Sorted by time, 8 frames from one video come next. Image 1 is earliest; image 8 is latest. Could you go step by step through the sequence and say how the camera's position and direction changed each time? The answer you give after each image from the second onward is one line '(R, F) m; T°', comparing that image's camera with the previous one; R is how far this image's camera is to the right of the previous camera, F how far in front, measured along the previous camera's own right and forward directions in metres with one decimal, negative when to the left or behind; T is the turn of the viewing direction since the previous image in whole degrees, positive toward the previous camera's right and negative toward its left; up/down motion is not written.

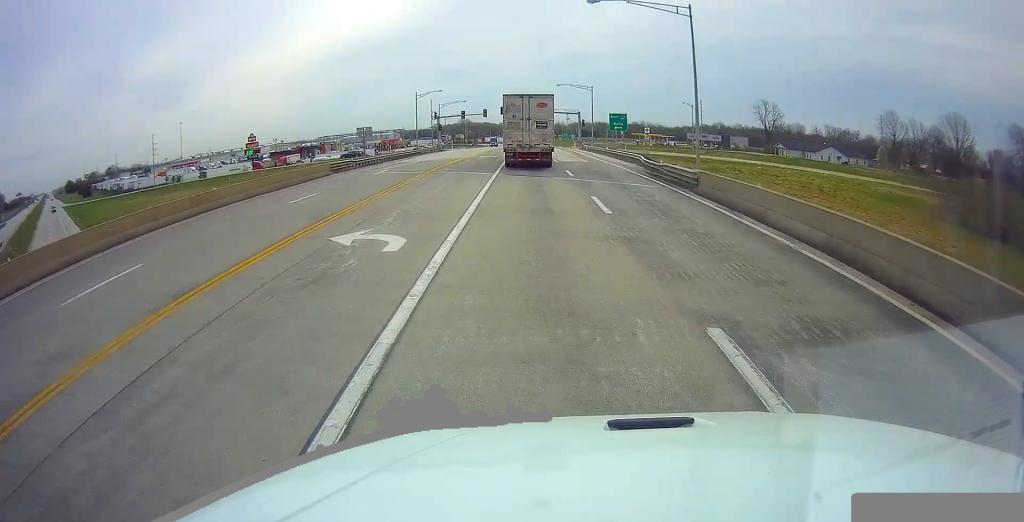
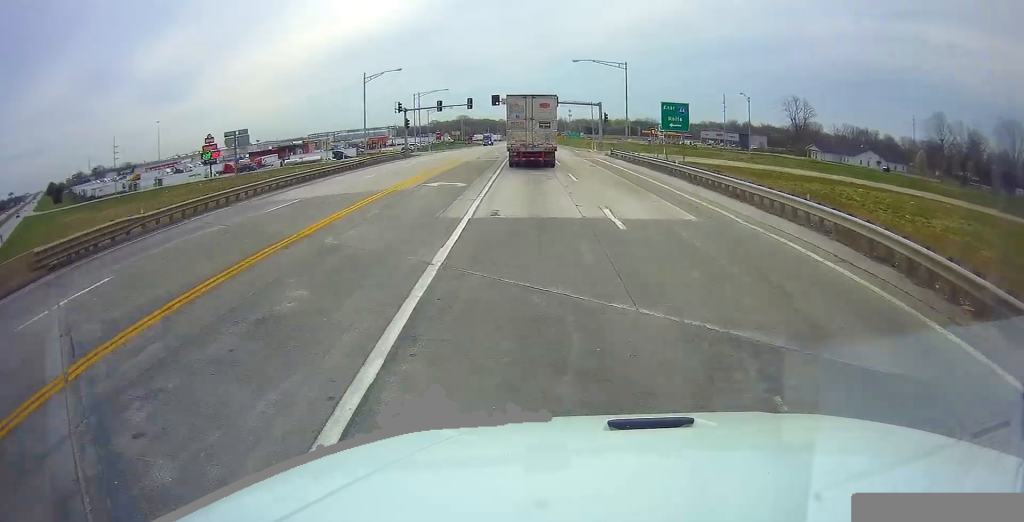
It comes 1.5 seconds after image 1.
(0.0, +27.0) m; -1°
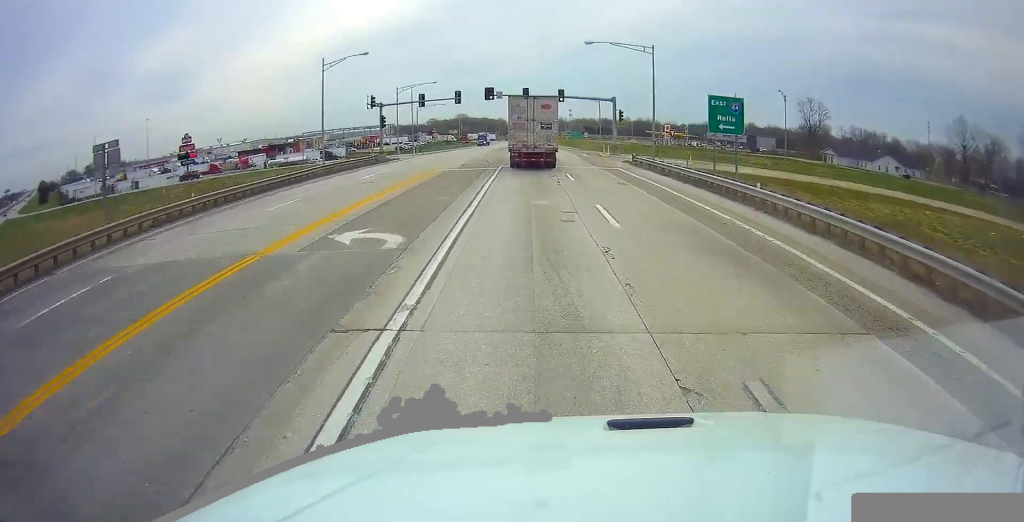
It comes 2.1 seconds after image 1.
(-0.1, +11.7) m; 0°
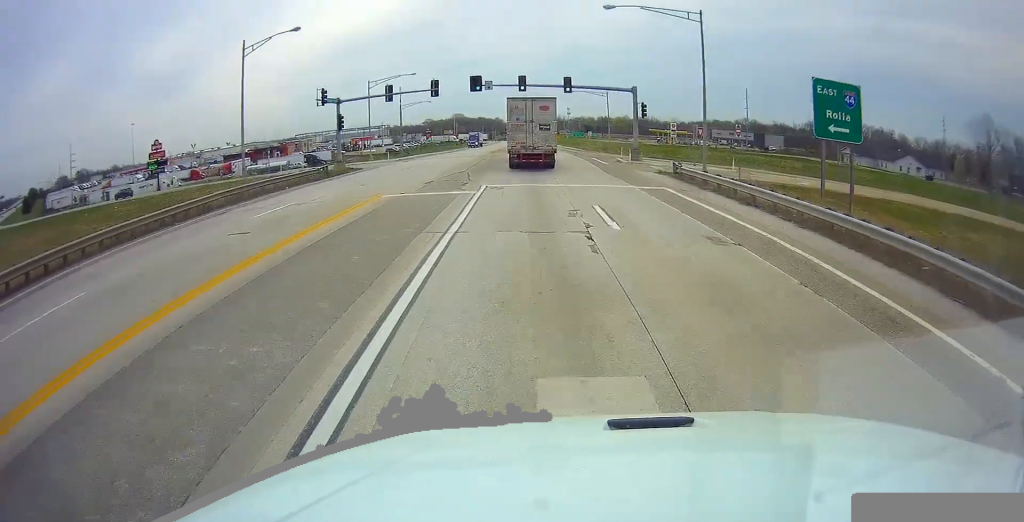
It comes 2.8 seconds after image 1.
(0.0, +12.7) m; 0°
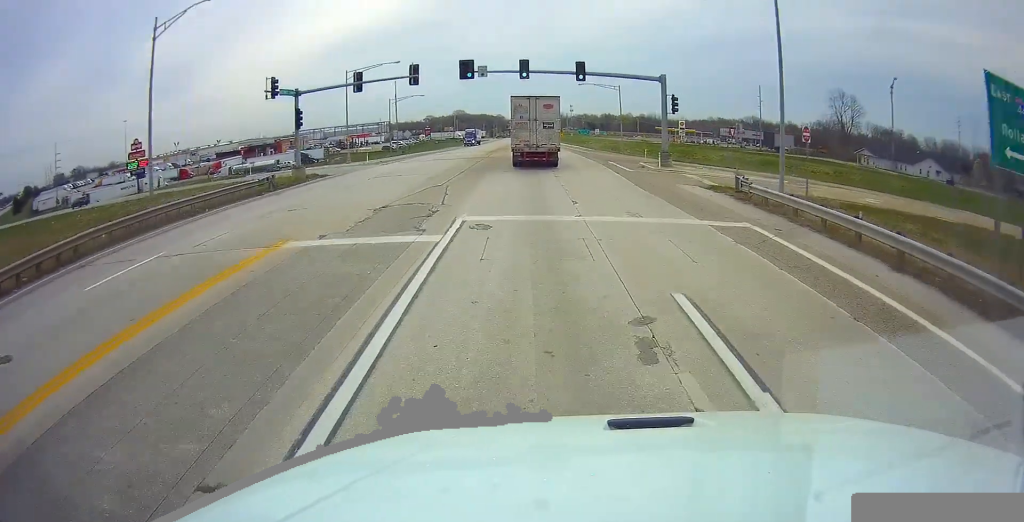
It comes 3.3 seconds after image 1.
(-0.1, +9.1) m; +1°
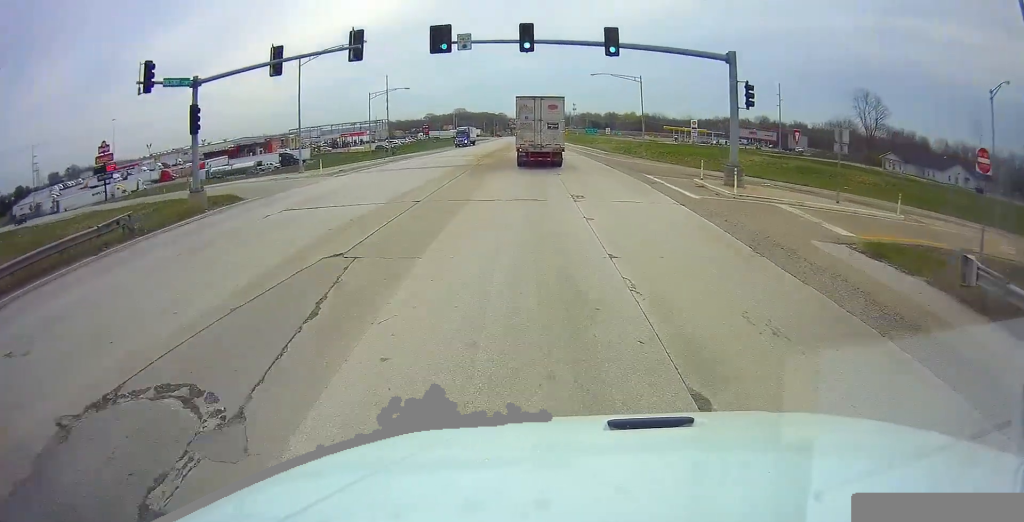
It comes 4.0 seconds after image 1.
(+0.3, +12.7) m; 0°
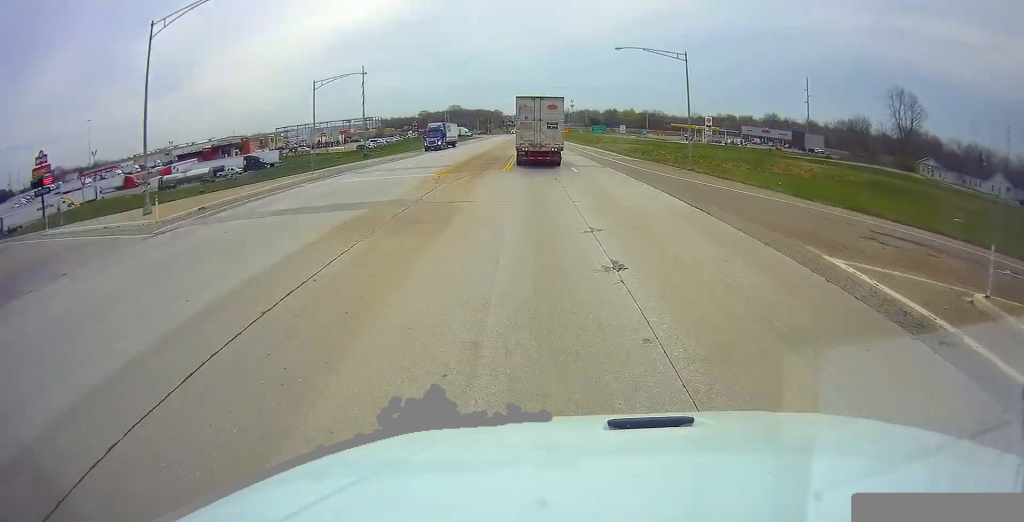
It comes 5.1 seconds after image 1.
(0.0, +19.4) m; 0°
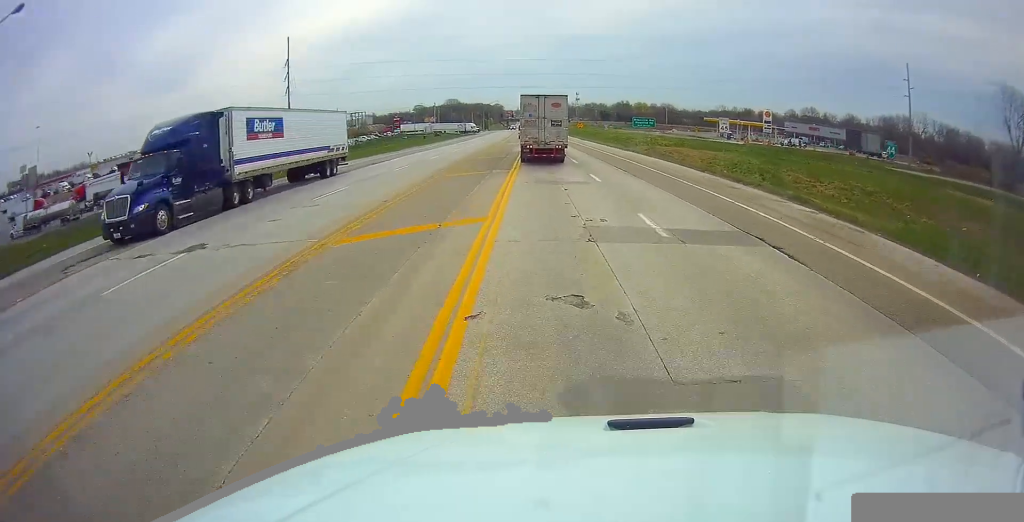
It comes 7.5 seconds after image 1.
(-0.6, +43.0) m; -2°
